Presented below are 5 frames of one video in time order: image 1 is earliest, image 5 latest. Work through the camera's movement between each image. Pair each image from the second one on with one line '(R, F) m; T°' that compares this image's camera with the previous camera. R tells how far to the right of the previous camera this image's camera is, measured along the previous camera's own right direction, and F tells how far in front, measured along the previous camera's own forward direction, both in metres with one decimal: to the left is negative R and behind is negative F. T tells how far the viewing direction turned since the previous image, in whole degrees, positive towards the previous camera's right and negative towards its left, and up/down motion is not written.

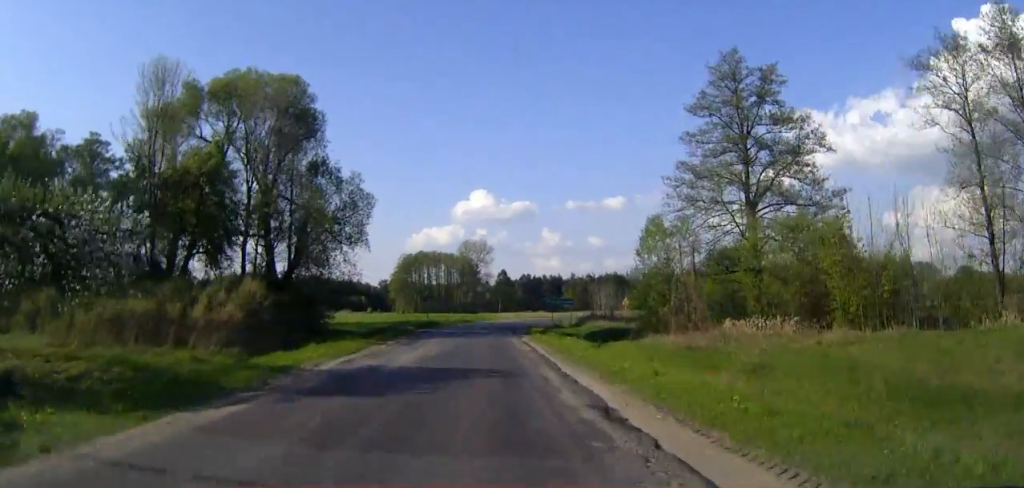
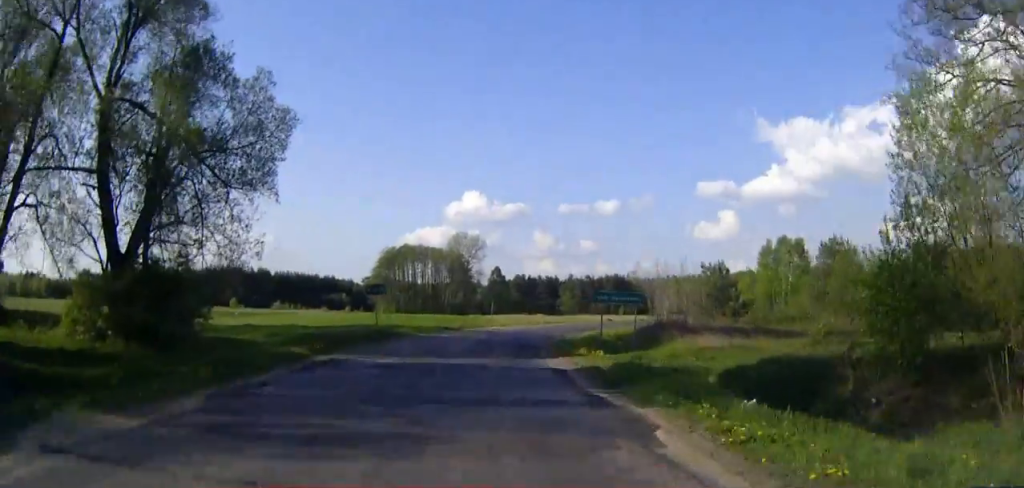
(+0.1, +25.9) m; +1°
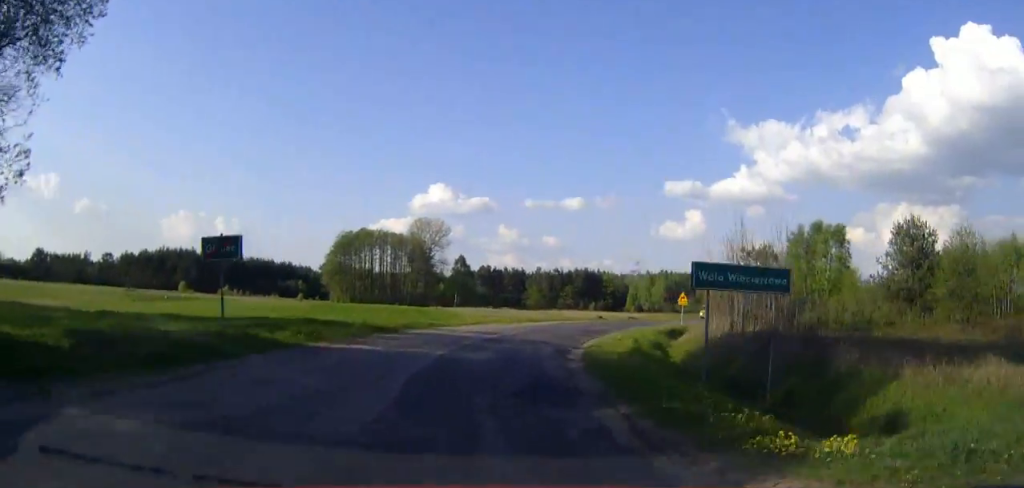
(+0.1, +18.1) m; +2°
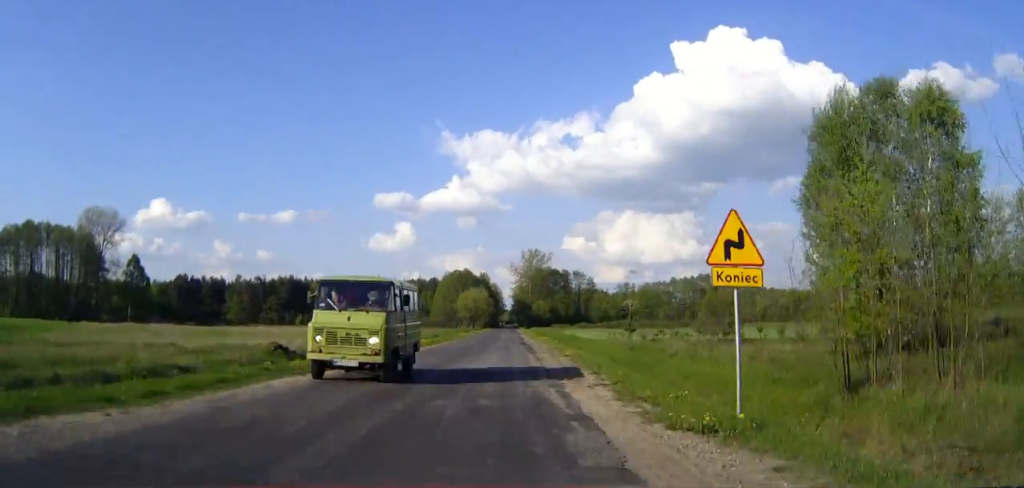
(+7.2, +49.7) m; +19°
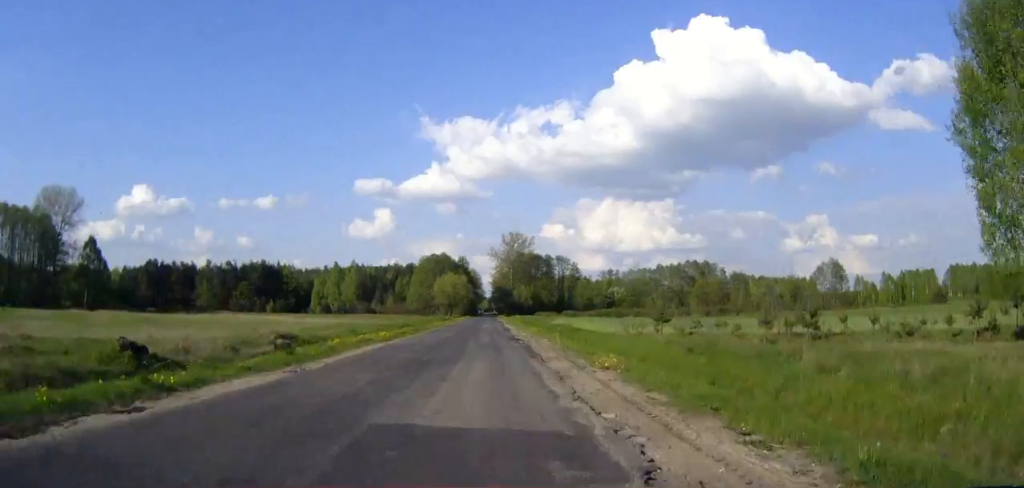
(+0.5, +11.7) m; +3°
